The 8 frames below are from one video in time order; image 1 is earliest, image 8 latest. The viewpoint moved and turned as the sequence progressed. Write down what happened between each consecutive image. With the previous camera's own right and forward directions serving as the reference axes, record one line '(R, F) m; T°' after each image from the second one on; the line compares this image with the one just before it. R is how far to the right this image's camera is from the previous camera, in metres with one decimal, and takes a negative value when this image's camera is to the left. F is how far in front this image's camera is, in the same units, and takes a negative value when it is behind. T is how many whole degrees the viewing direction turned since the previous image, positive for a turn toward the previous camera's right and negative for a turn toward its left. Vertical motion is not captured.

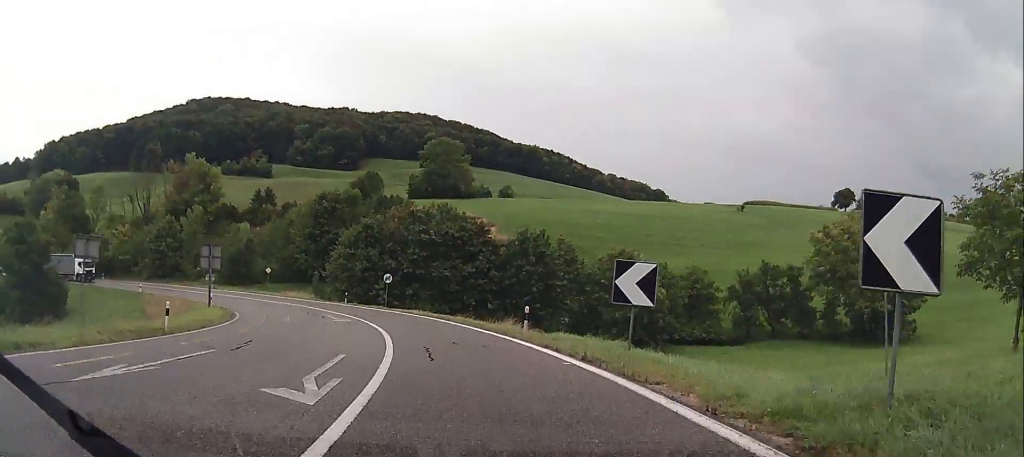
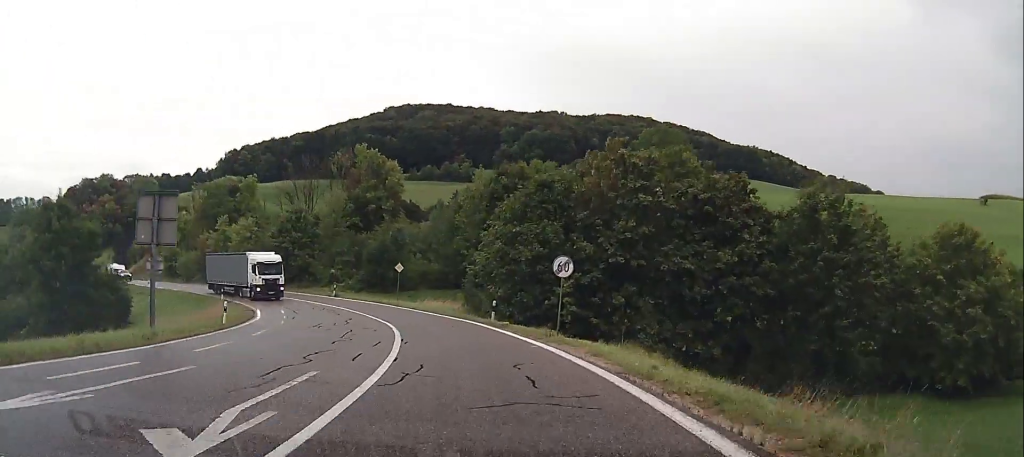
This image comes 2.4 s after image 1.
(-3.1, +23.6) m; -14°
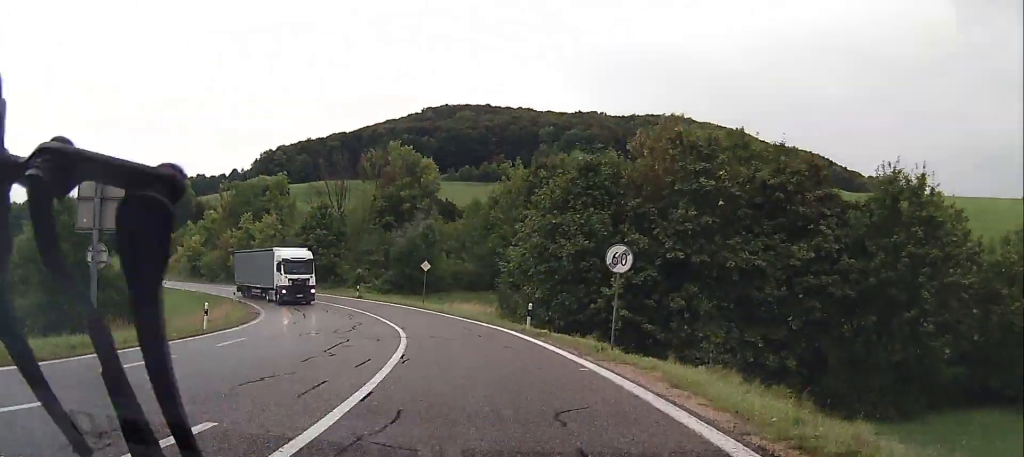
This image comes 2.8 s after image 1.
(-0.2, +4.3) m; -2°
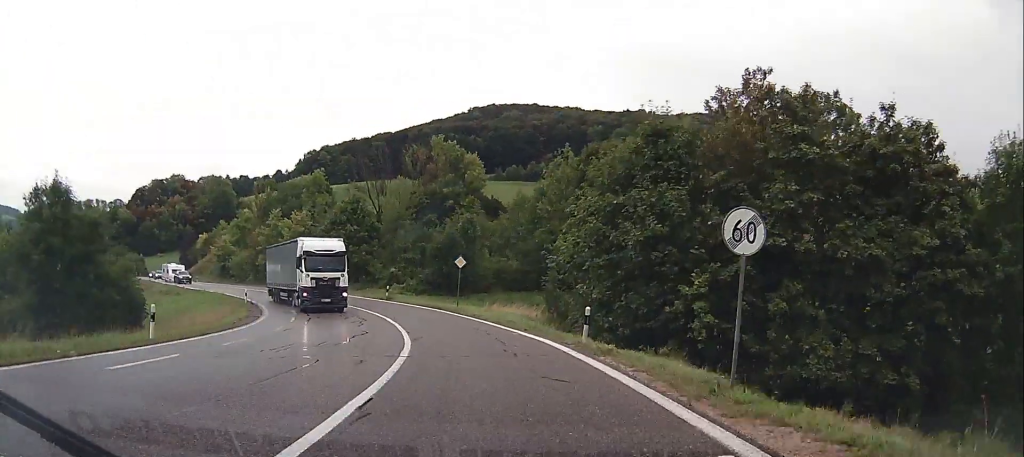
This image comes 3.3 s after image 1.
(+0.1, +5.8) m; -2°
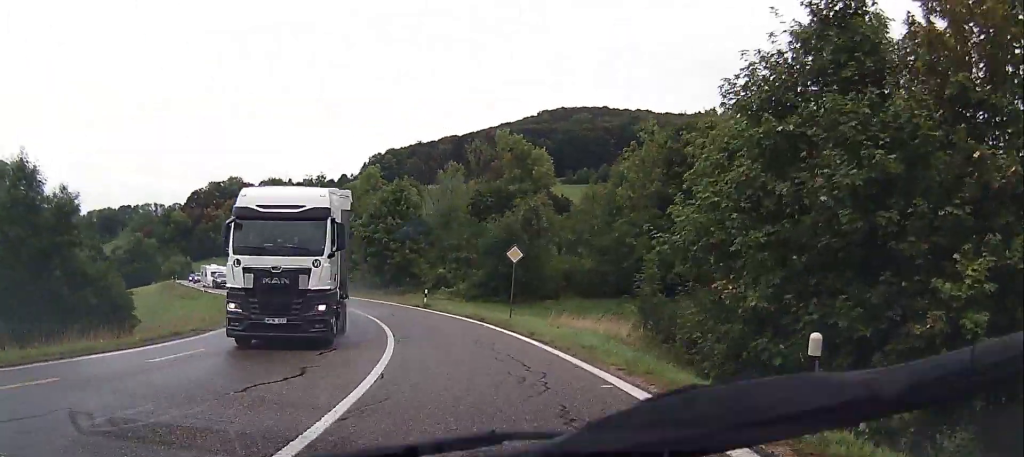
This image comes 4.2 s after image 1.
(-0.3, +10.0) m; -5°
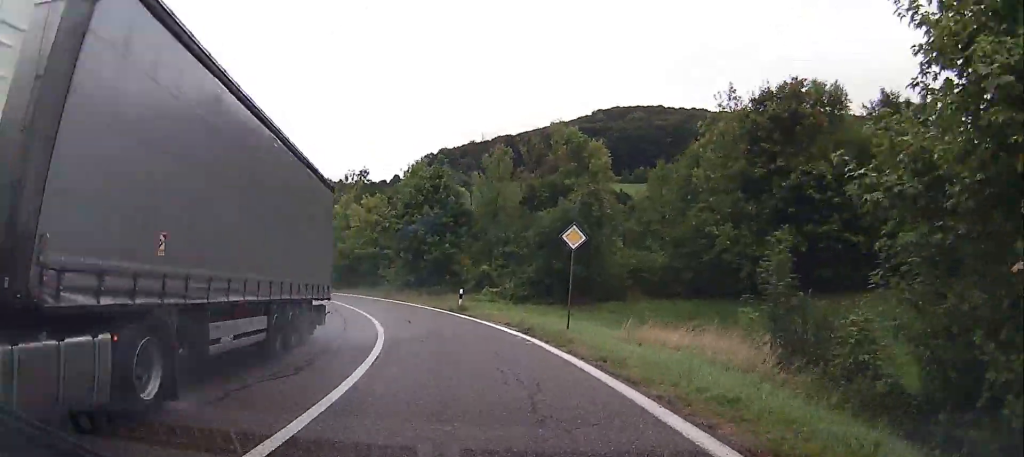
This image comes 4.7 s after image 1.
(-0.2, +7.2) m; -5°
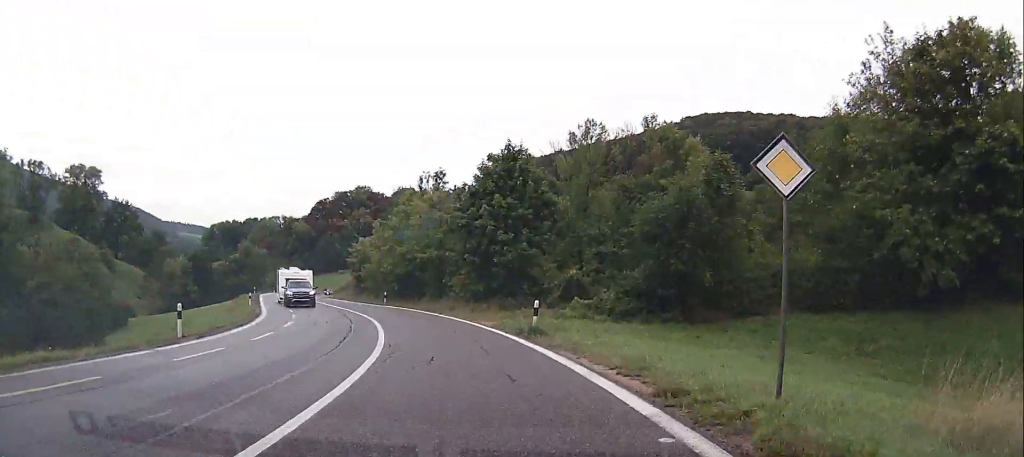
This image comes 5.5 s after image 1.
(-0.6, +10.2) m; -5°
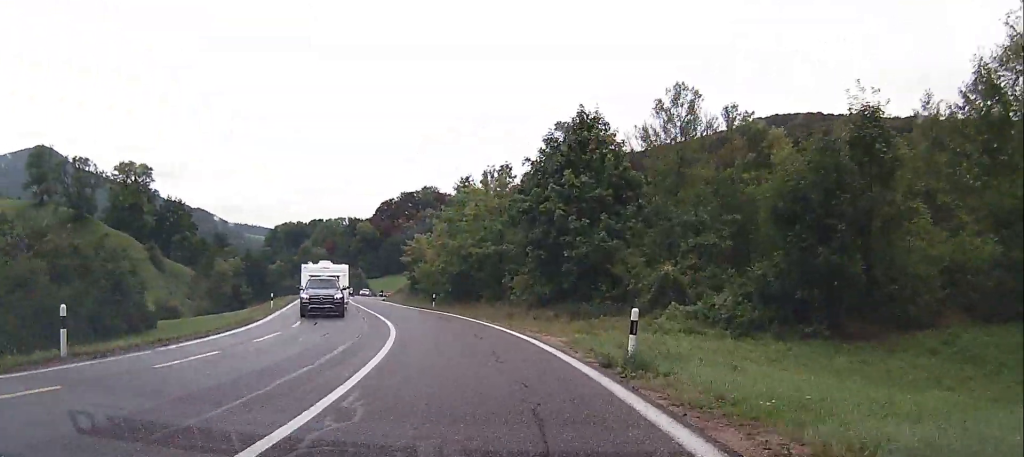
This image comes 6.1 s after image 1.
(-0.2, +7.8) m; -3°
